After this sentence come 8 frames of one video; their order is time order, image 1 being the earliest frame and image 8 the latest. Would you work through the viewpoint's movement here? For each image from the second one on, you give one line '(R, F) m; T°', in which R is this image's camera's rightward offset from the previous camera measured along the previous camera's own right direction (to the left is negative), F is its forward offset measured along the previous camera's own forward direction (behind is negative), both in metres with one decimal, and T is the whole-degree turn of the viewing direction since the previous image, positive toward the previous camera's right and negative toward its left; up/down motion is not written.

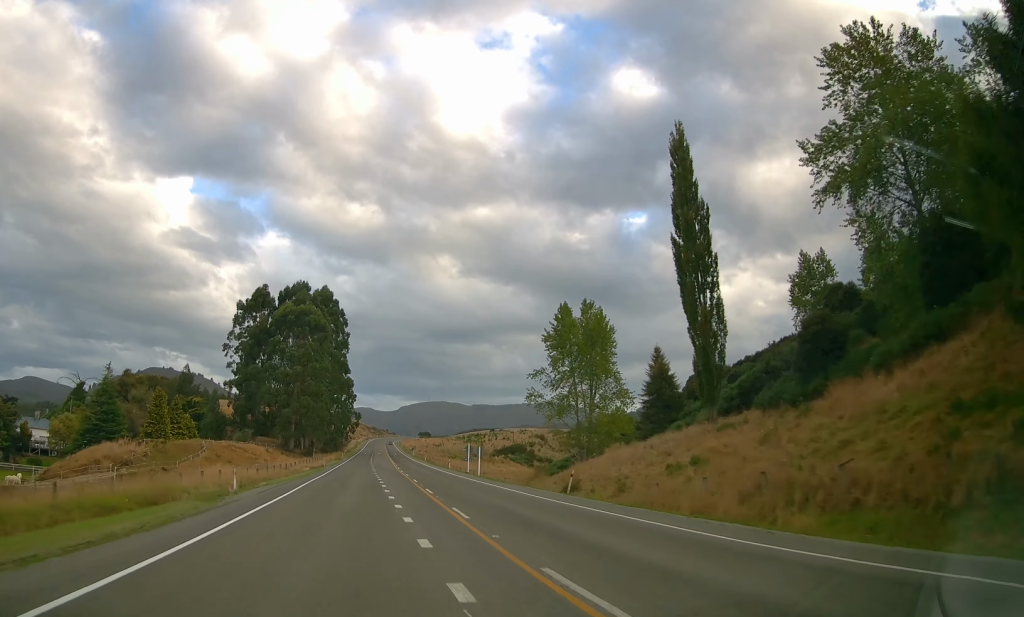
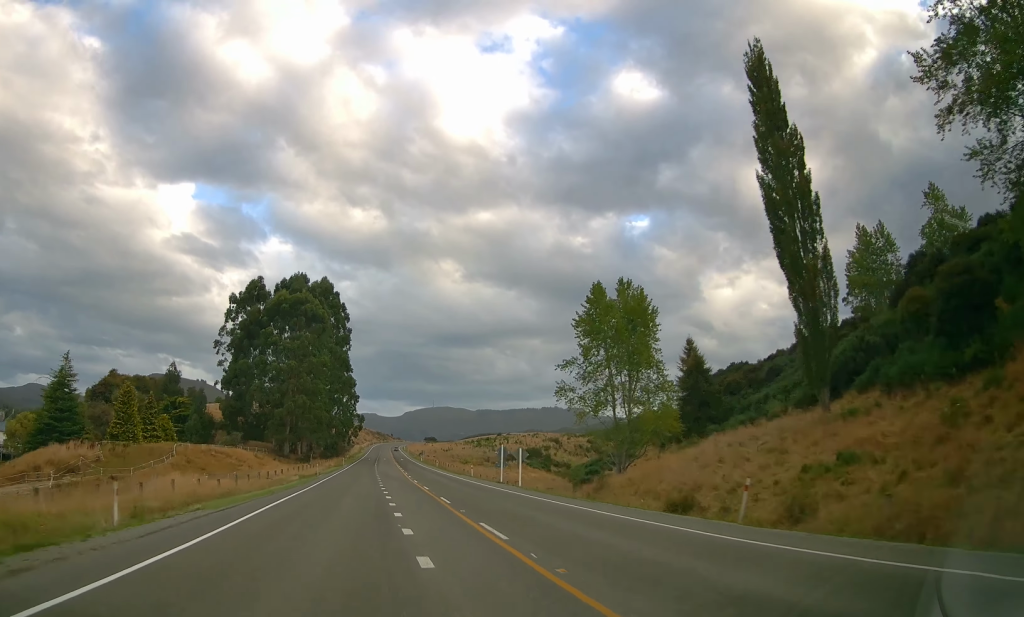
(-0.6, +13.6) m; 0°
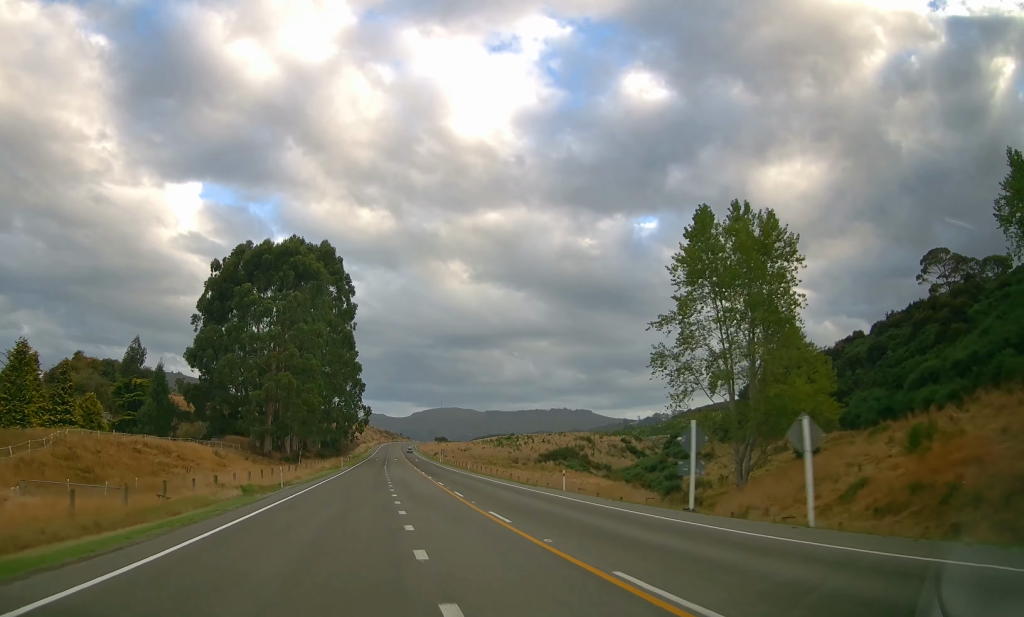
(+0.8, +27.3) m; 0°
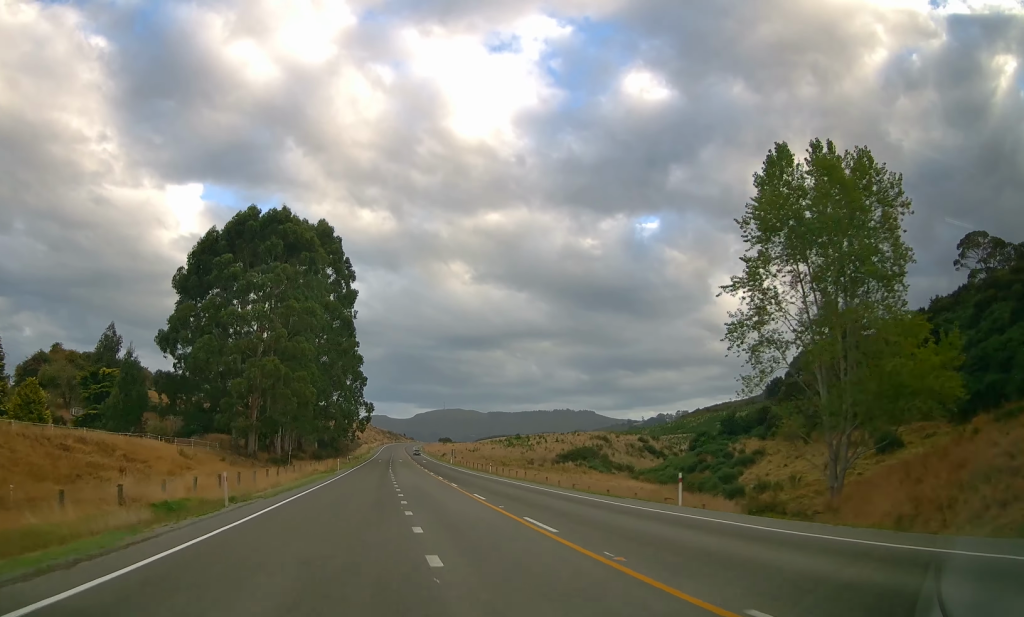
(-0.2, +13.7) m; -1°
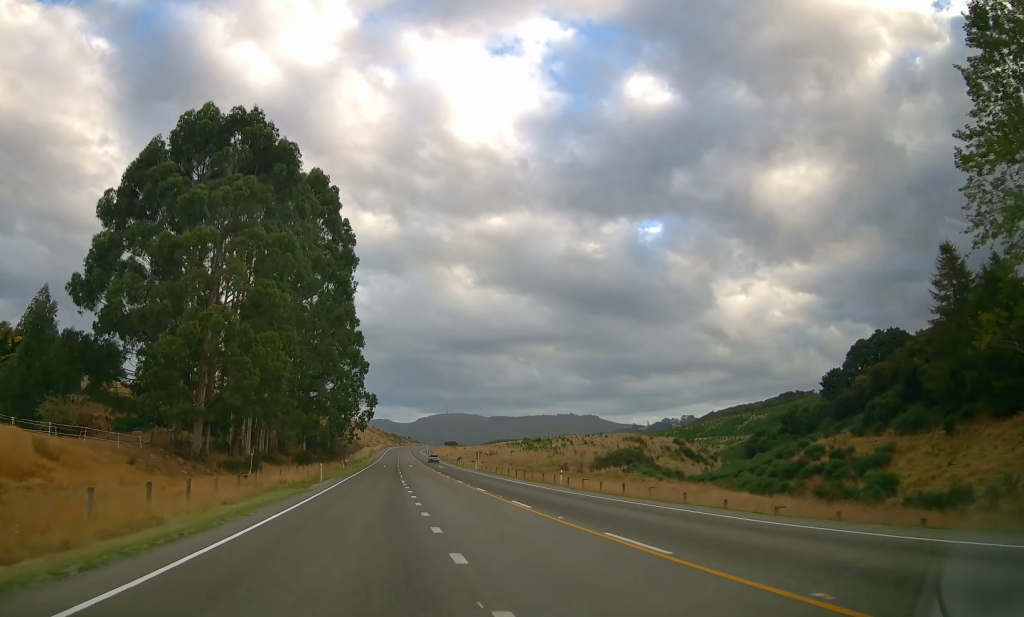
(-0.7, +23.8) m; -1°
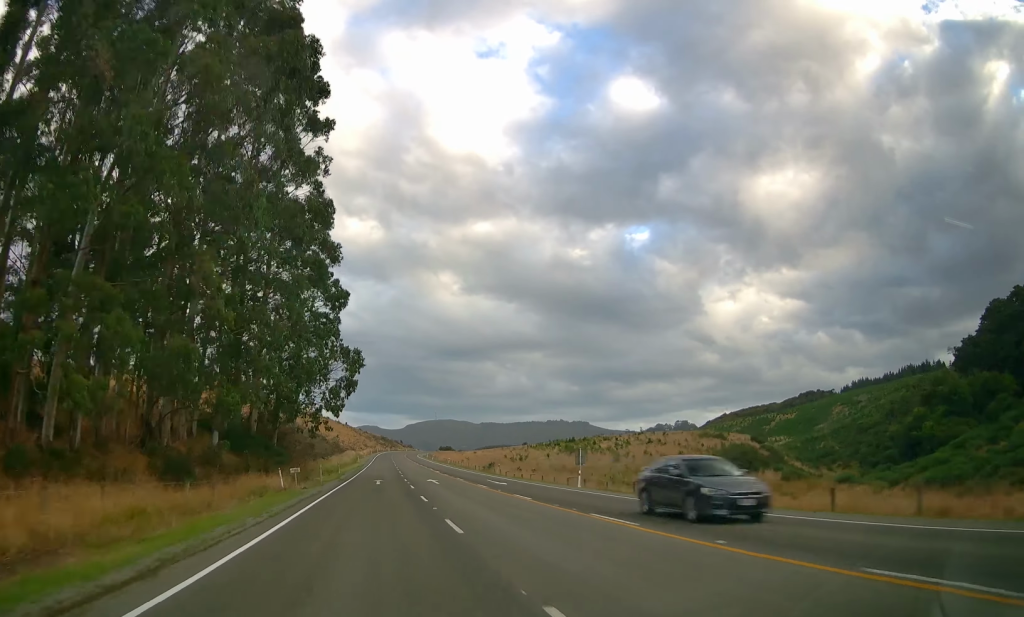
(+1.8, +46.7) m; +2°
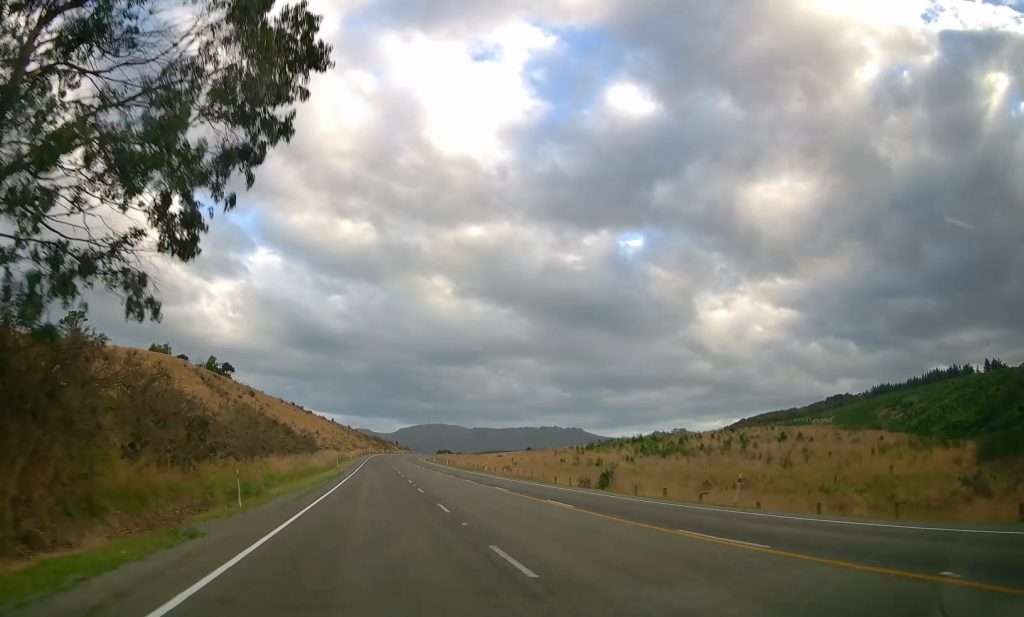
(-0.5, +44.8) m; +1°
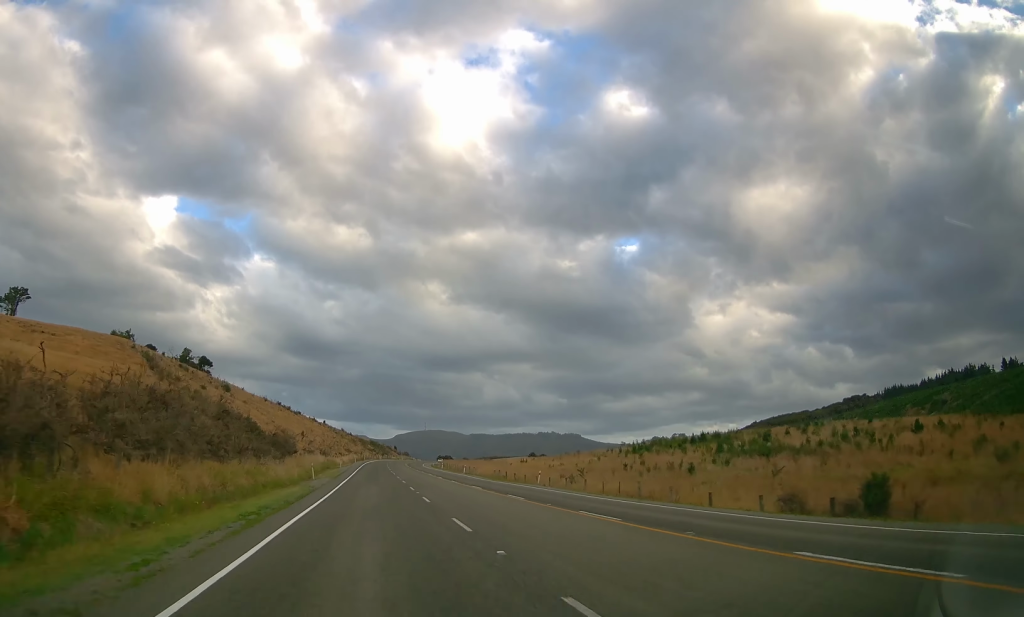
(+0.5, +23.7) m; +1°
